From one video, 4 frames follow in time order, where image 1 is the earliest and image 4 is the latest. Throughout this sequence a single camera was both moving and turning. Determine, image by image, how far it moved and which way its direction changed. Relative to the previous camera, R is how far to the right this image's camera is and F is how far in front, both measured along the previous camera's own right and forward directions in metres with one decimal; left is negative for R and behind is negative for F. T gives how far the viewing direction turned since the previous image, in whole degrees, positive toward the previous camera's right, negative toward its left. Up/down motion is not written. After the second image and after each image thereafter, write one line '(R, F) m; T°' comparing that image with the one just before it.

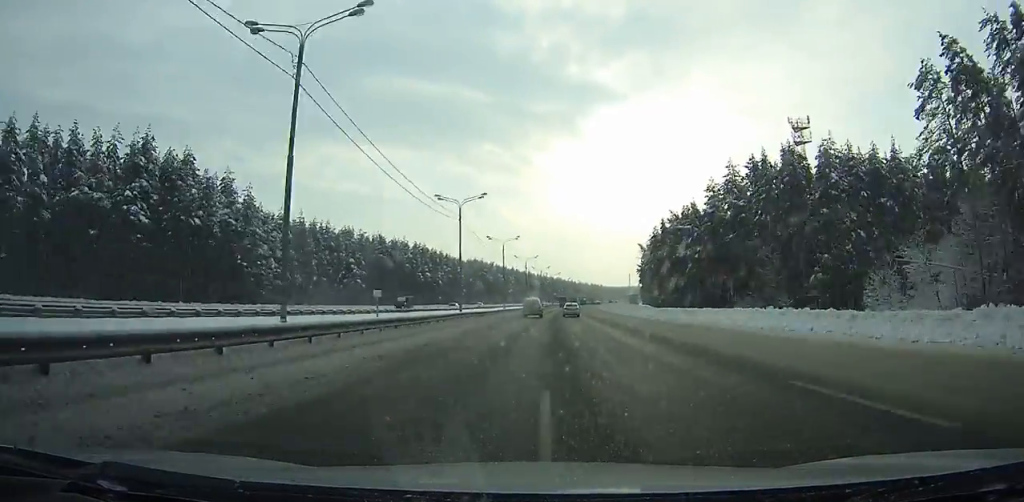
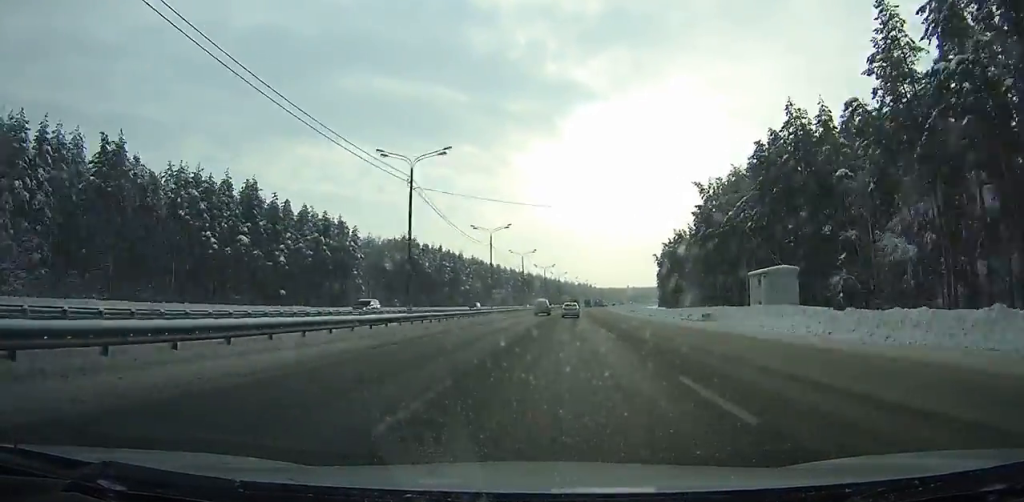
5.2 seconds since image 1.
(+2.7, +110.5) m; +3°
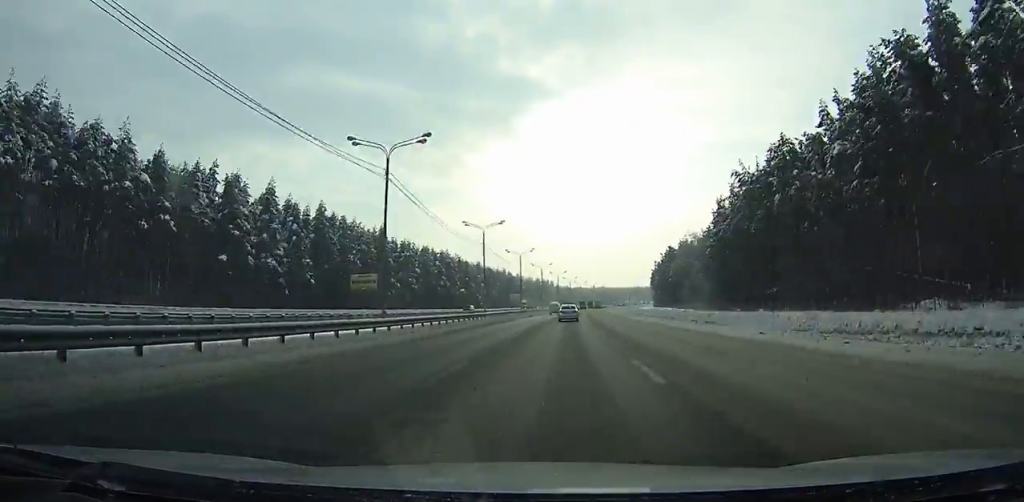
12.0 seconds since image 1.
(+5.1, +141.1) m; +4°
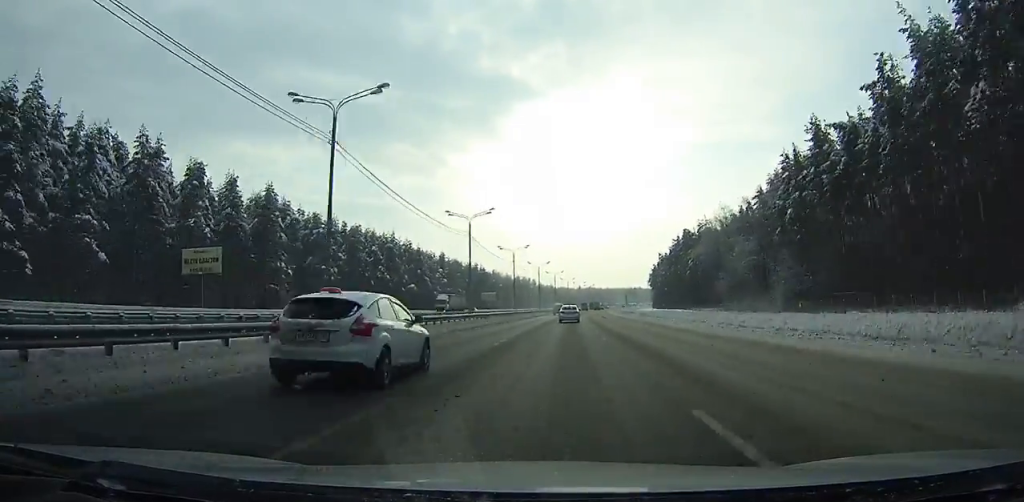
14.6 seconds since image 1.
(+0.7, +53.8) m; +2°
